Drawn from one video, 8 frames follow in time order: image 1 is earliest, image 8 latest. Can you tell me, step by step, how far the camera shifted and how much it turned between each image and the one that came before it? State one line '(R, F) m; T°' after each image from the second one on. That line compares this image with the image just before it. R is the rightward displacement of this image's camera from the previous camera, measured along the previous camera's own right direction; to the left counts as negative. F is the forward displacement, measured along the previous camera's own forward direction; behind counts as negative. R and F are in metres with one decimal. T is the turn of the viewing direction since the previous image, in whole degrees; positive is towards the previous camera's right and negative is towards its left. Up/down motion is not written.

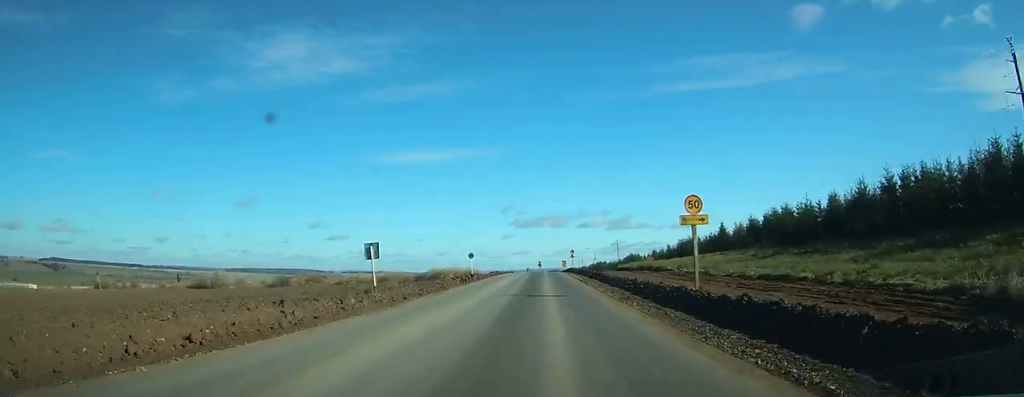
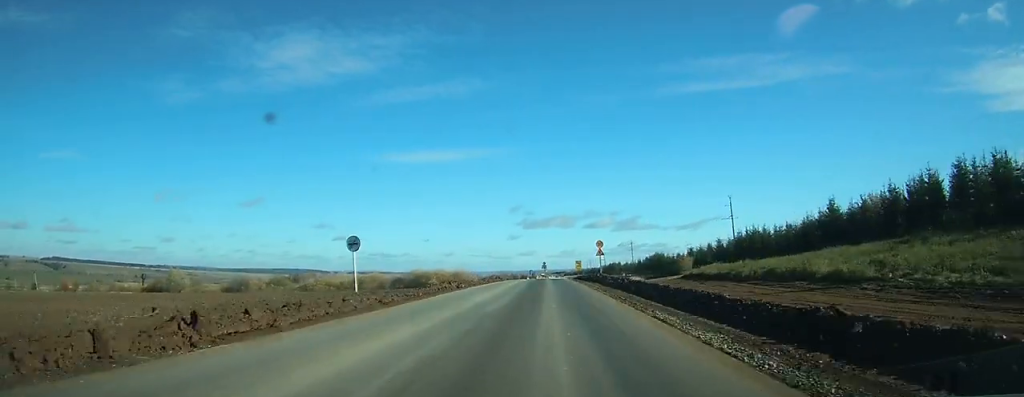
(-0.2, +37.8) m; 0°
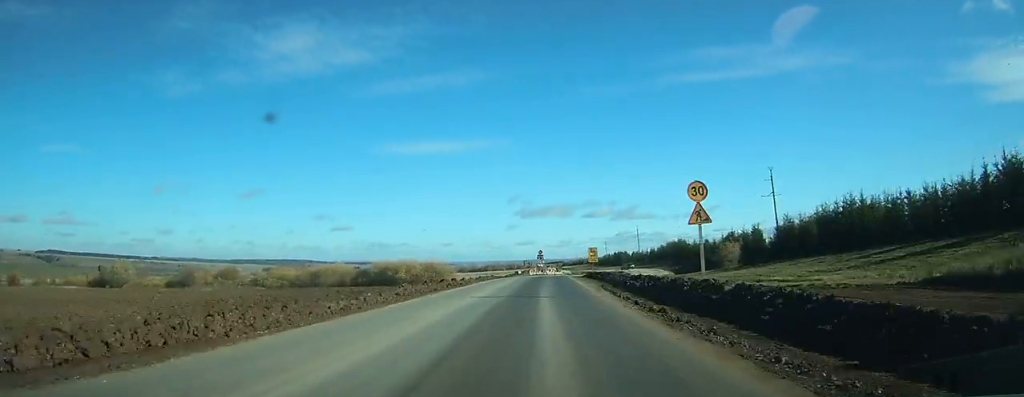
(-0.1, +33.1) m; 0°
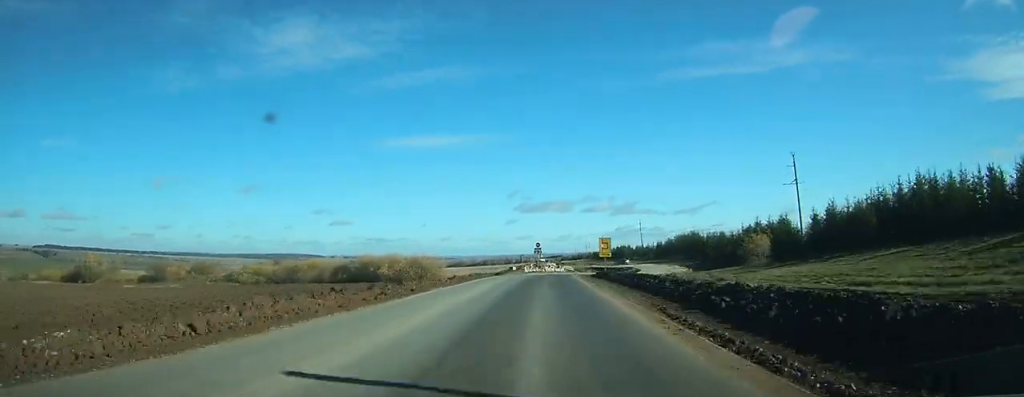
(+0.1, +14.3) m; 0°
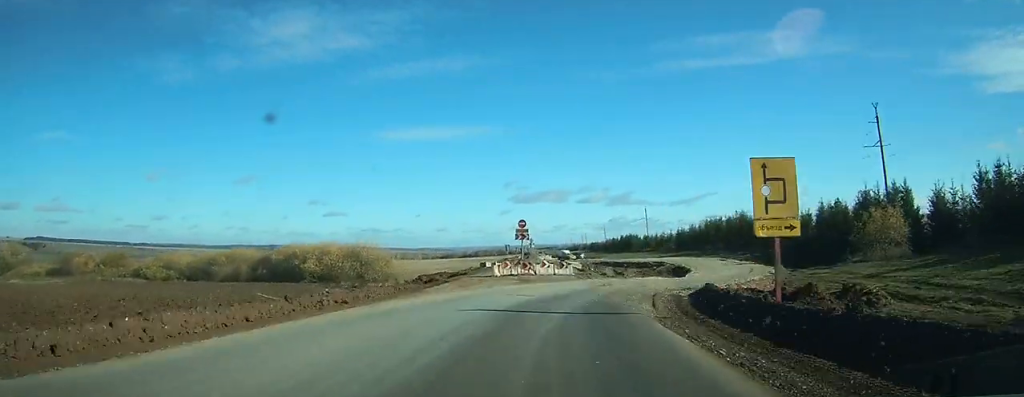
(-0.1, +42.9) m; +1°
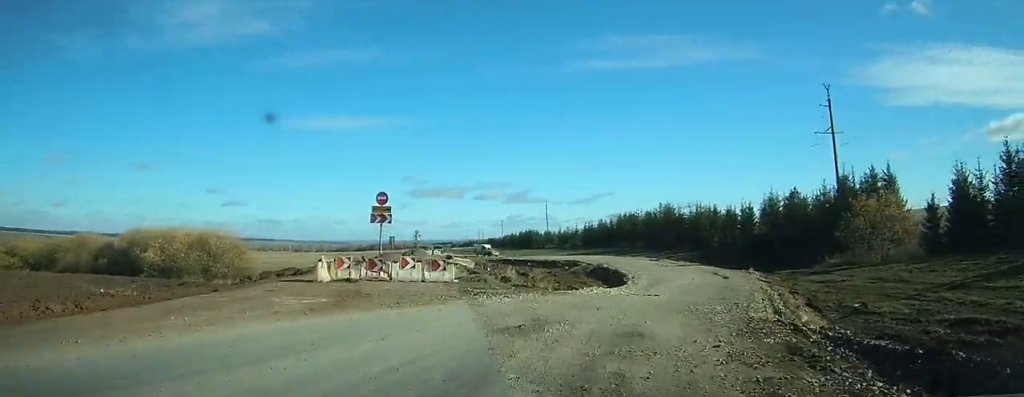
(+0.3, +22.1) m; +5°
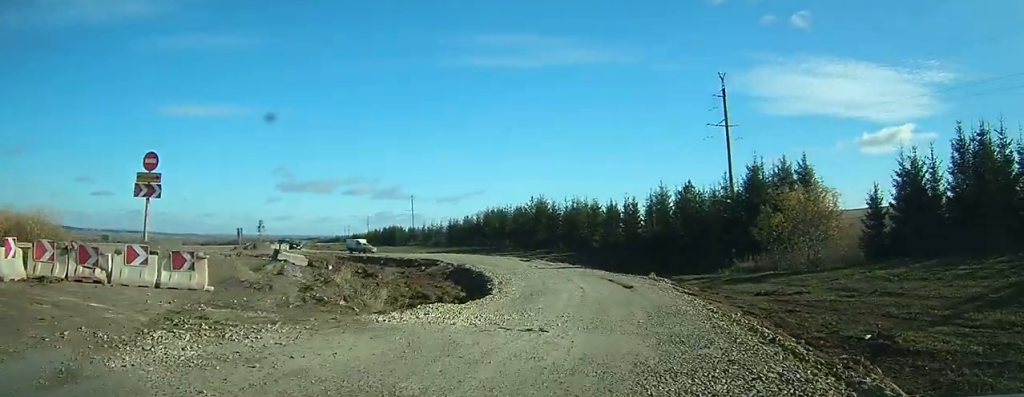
(+0.5, +13.4) m; +7°
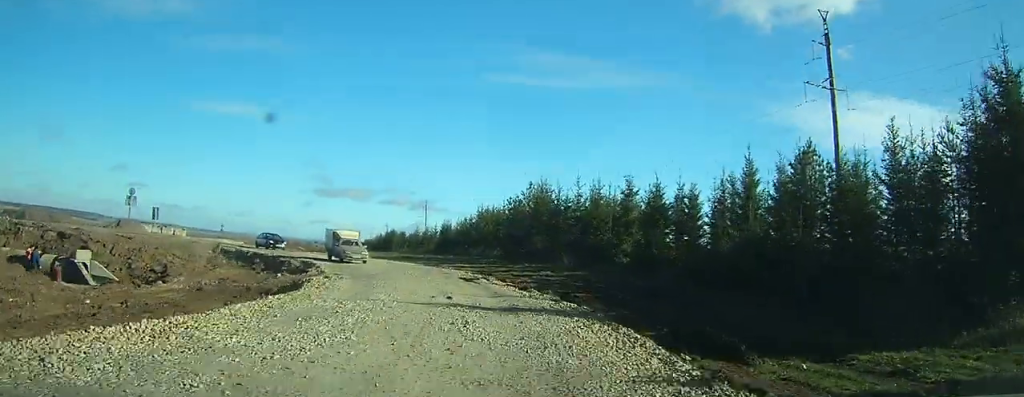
(+7.7, +31.6) m; +16°
